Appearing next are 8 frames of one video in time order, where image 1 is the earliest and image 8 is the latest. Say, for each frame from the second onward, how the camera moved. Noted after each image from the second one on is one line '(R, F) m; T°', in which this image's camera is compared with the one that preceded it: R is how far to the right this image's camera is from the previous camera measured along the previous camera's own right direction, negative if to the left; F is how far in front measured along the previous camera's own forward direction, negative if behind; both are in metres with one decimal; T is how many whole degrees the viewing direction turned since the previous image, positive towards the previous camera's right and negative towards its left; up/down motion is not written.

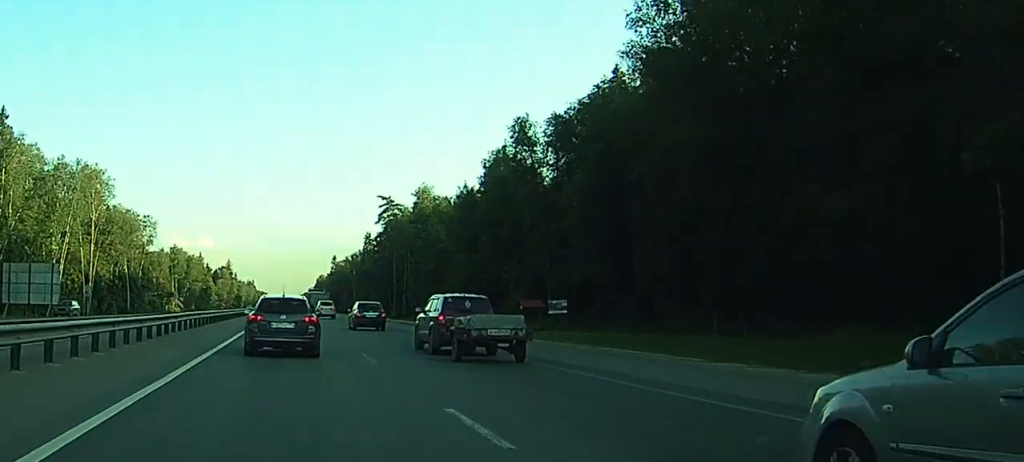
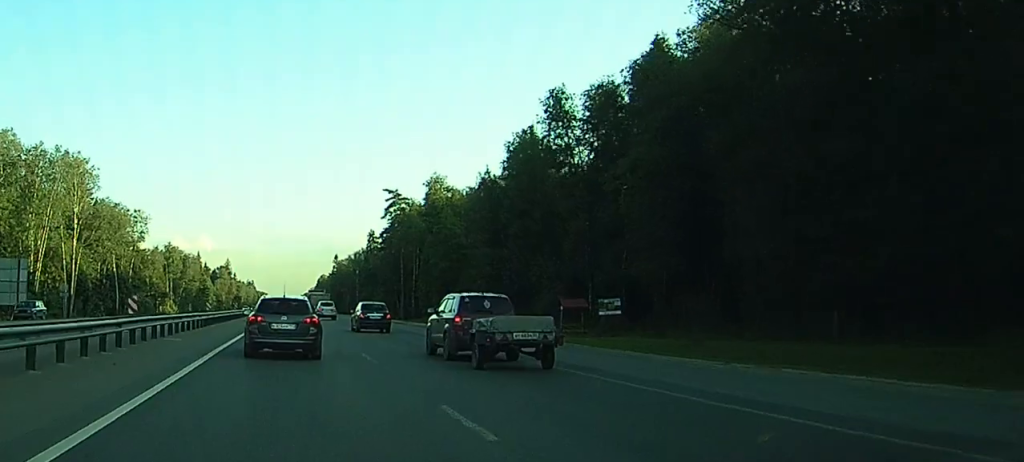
(0.0, +11.3) m; 0°
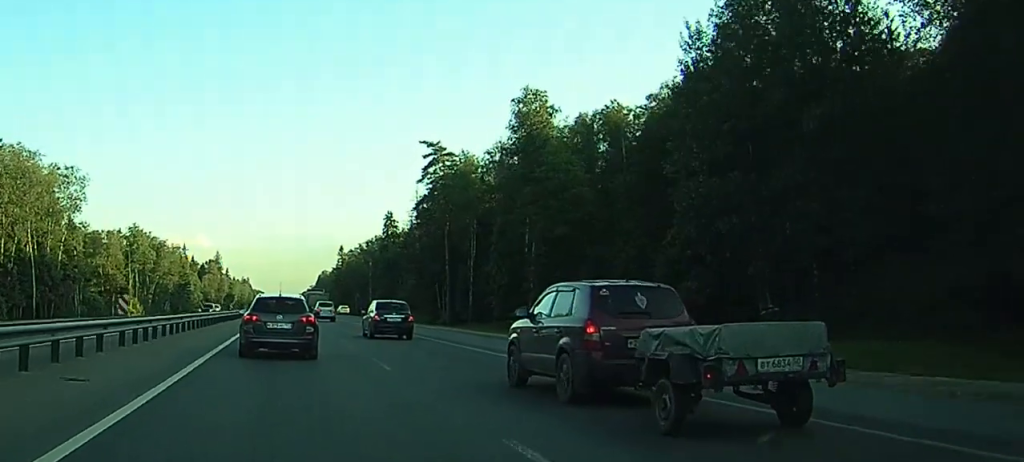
(+0.3, +50.6) m; 0°
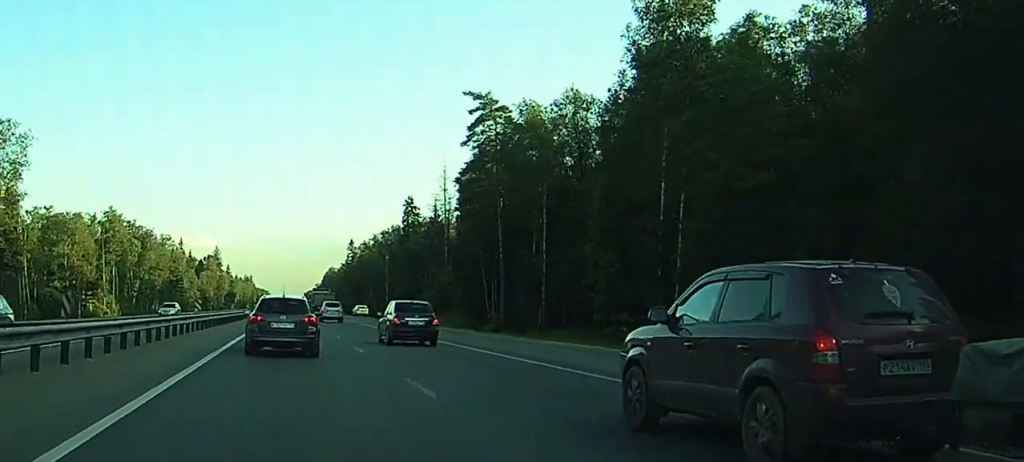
(-0.1, +28.8) m; -1°
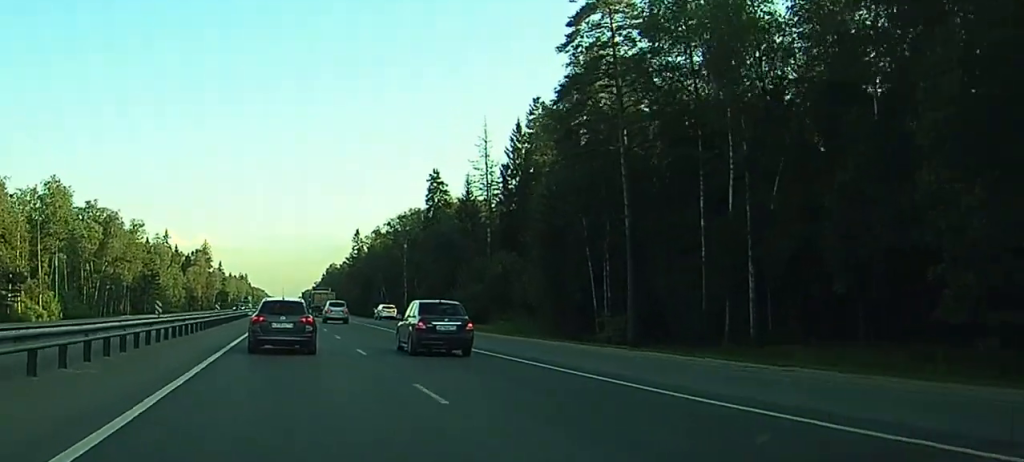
(0.0, +36.4) m; 0°
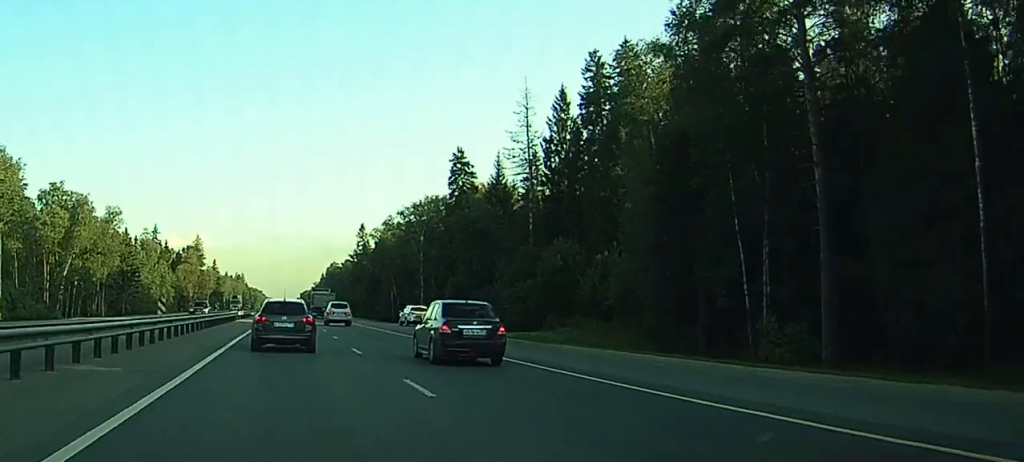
(+0.1, +22.6) m; +1°
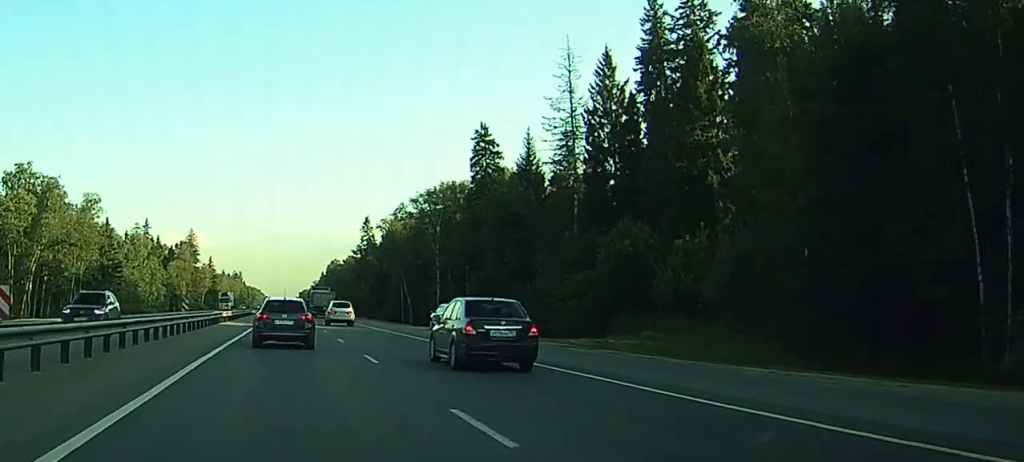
(+0.1, +16.5) m; 0°
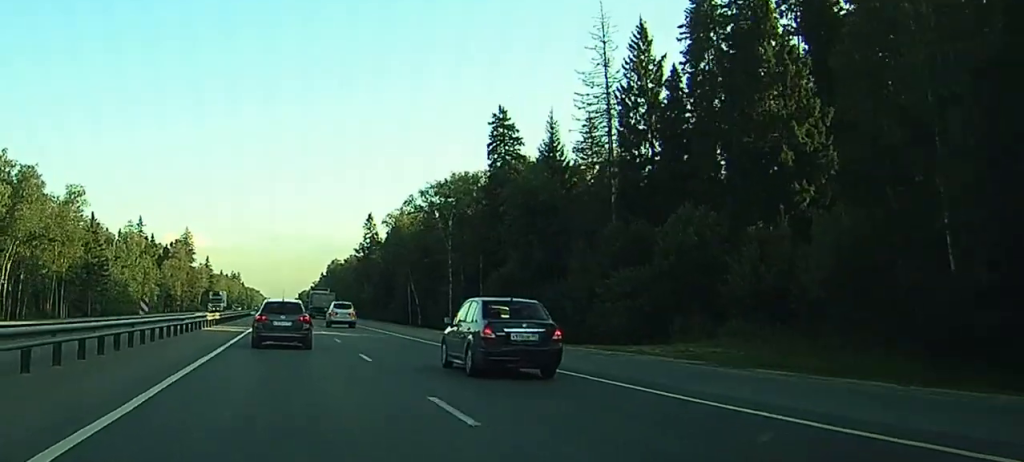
(+0.3, +10.3) m; 0°
